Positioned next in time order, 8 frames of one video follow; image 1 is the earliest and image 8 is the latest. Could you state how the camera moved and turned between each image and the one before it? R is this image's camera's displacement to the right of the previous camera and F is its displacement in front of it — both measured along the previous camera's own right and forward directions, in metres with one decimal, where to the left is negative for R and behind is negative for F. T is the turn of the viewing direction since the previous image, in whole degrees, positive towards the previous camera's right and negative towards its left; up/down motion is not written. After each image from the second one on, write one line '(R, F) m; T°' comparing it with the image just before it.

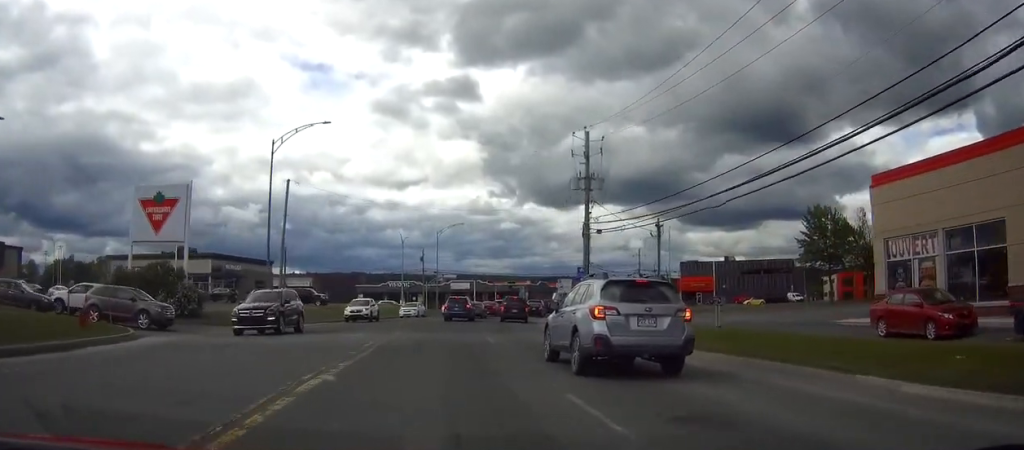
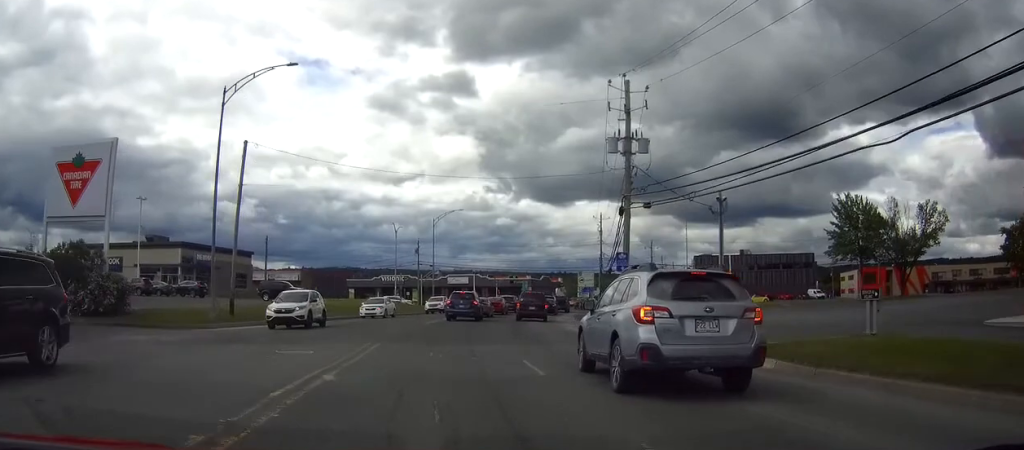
(0.0, +9.6) m; +1°
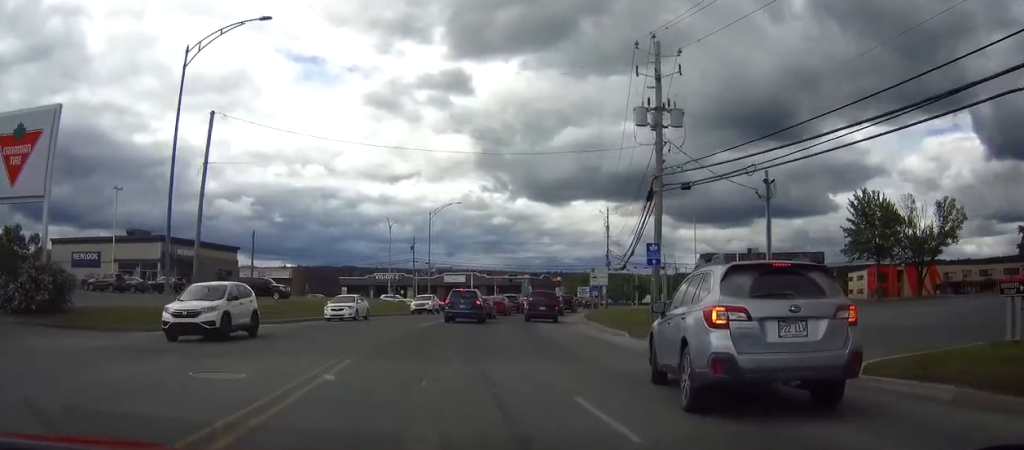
(+0.1, +4.9) m; +1°
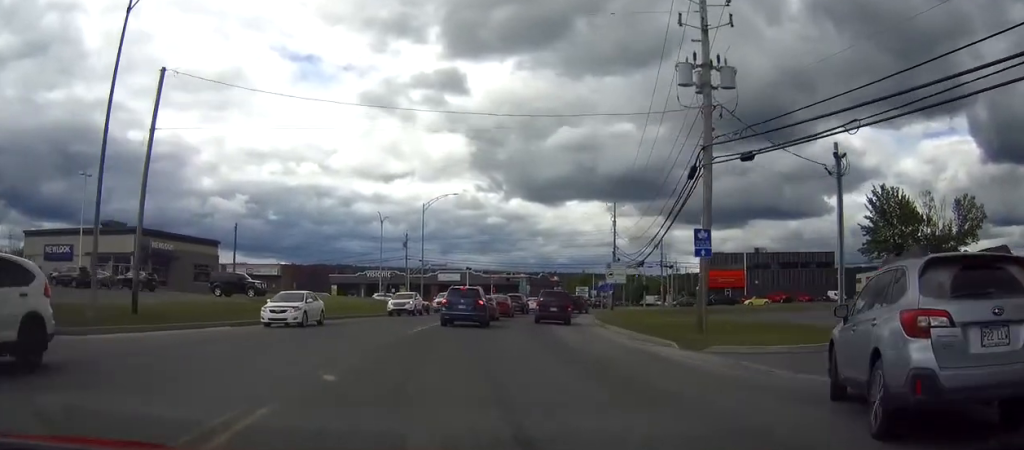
(0.0, +5.6) m; +1°
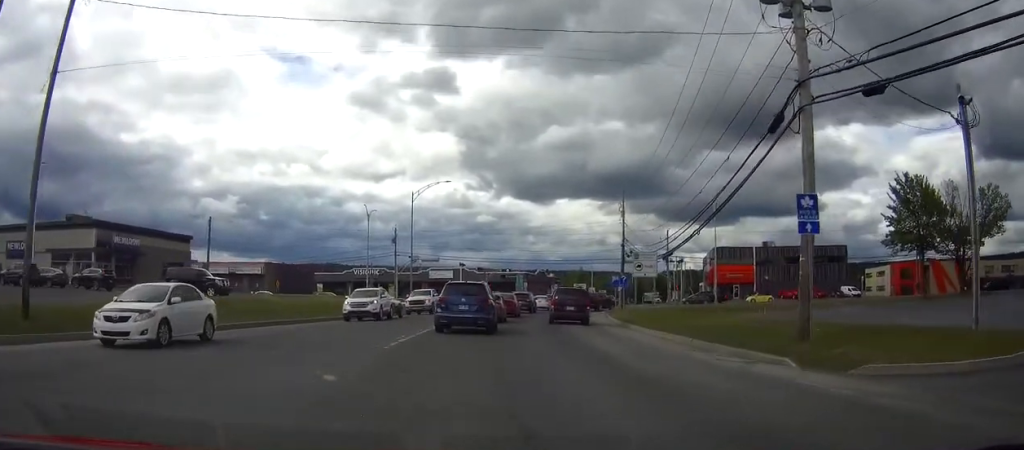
(0.0, +7.0) m; 0°
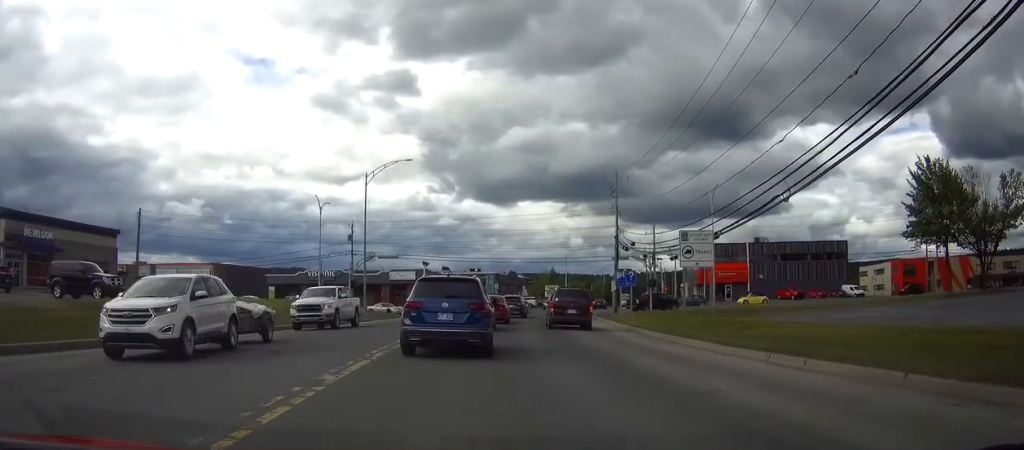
(+0.3, +10.6) m; +4°
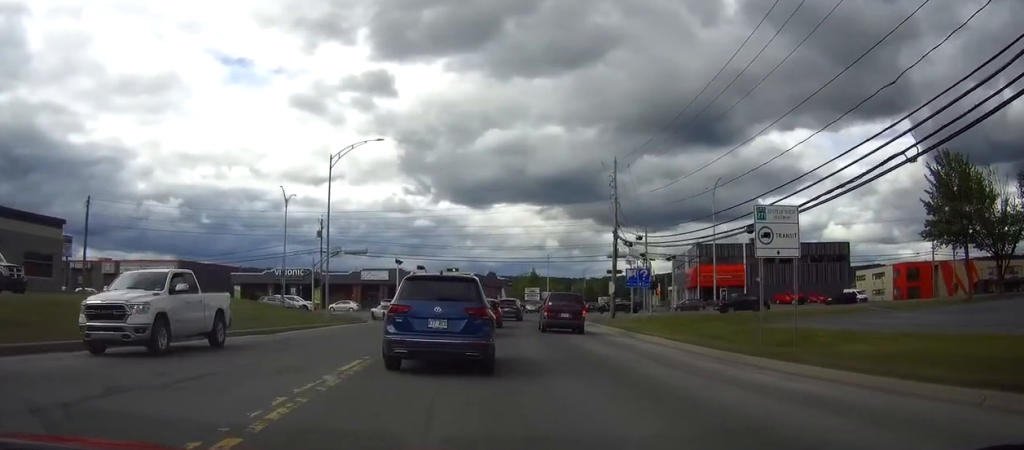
(+0.2, +7.2) m; +1°
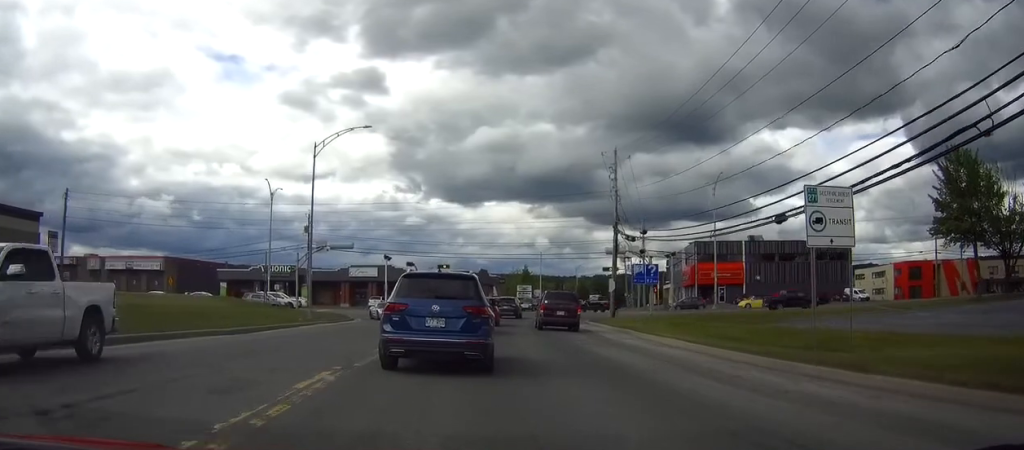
(0.0, +2.9) m; 0°
